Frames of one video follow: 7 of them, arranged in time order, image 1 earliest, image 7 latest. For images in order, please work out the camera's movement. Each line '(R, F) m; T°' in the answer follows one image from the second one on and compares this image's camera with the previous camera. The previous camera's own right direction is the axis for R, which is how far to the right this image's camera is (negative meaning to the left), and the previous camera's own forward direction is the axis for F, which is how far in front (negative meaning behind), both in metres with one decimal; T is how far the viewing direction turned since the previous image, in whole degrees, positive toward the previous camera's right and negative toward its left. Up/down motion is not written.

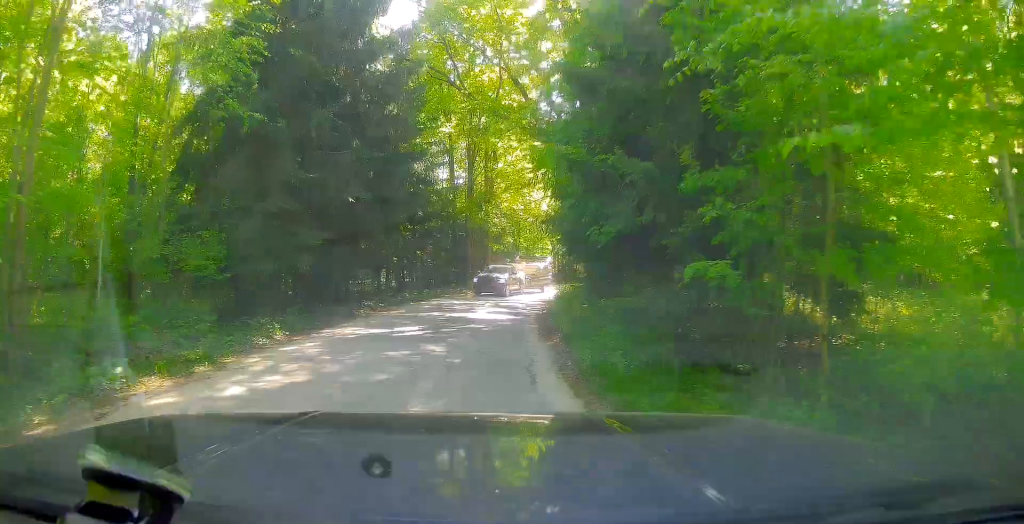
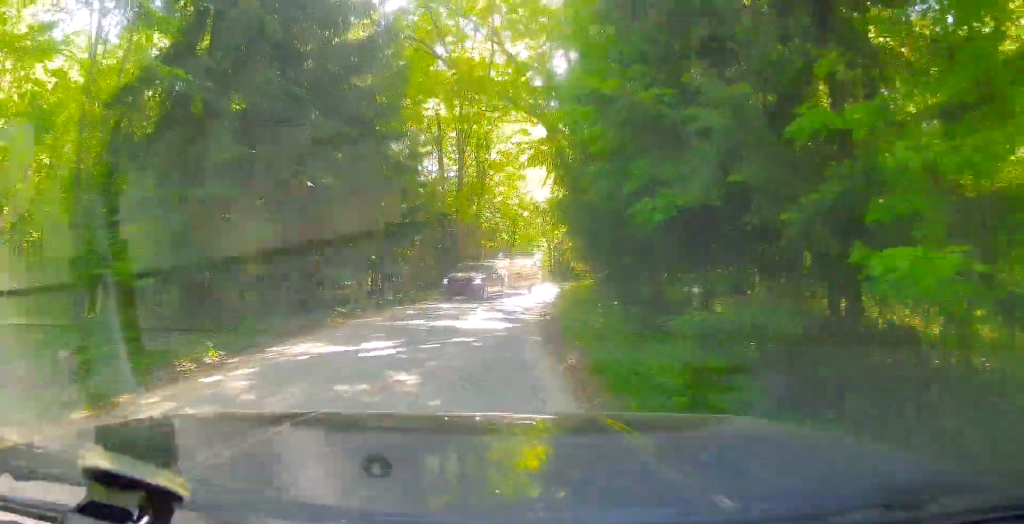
(0.0, +4.0) m; +1°
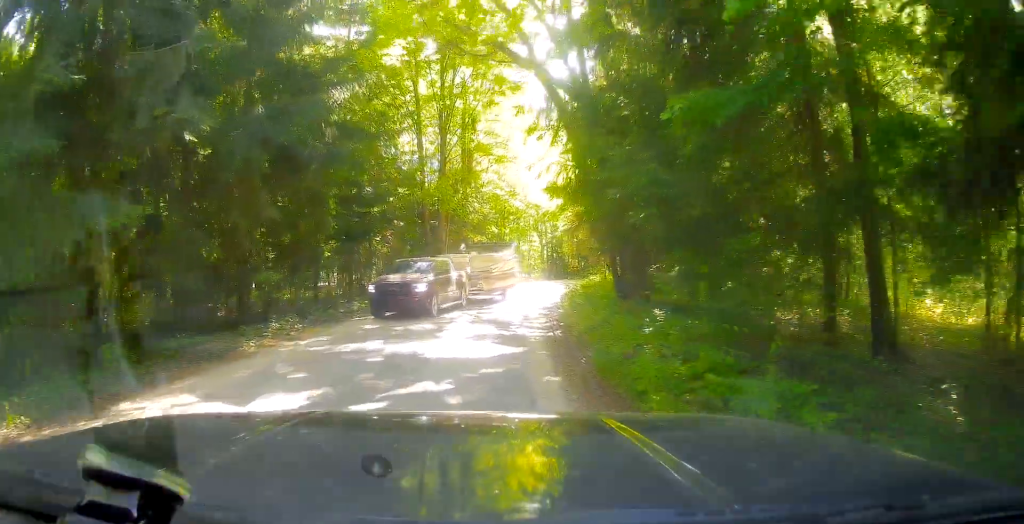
(+0.1, +6.3) m; +4°
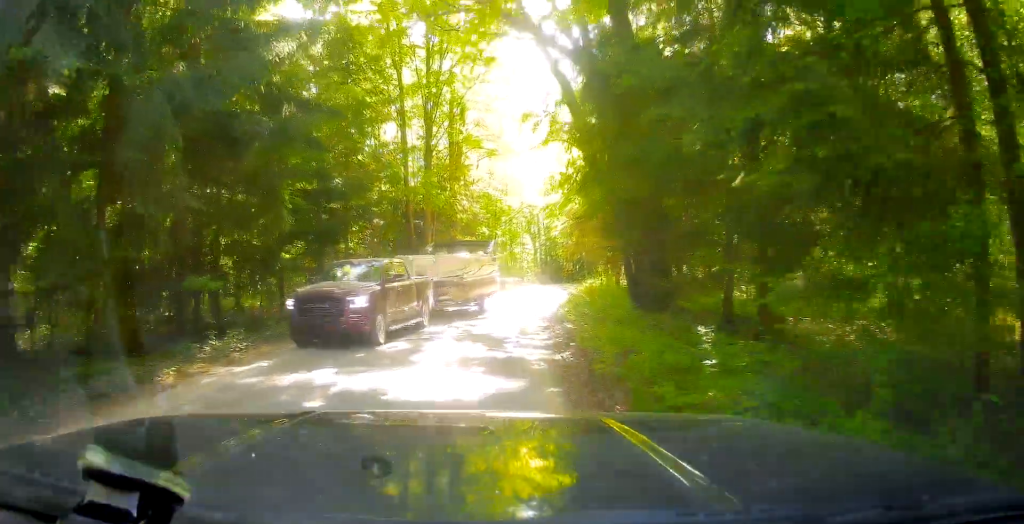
(+0.2, +3.3) m; -1°
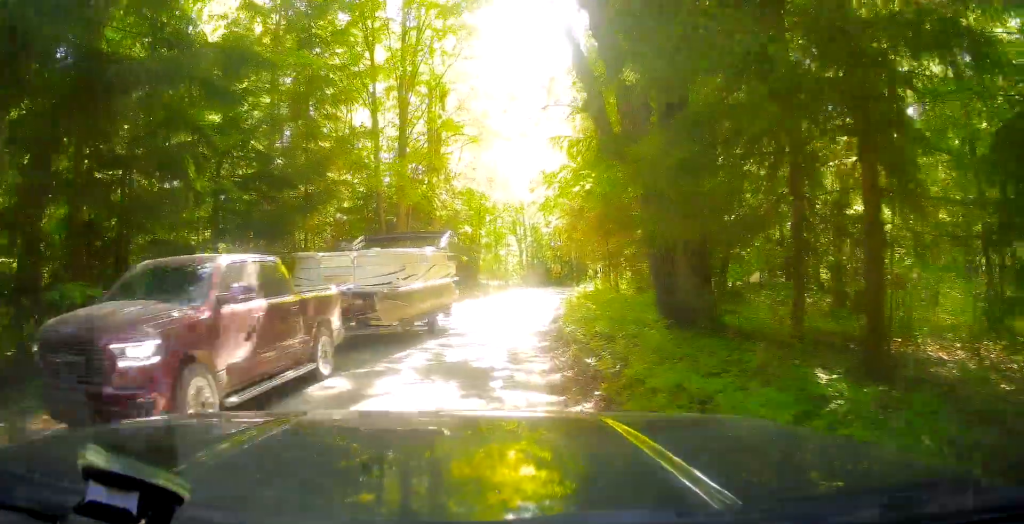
(0.0, +4.3) m; -2°
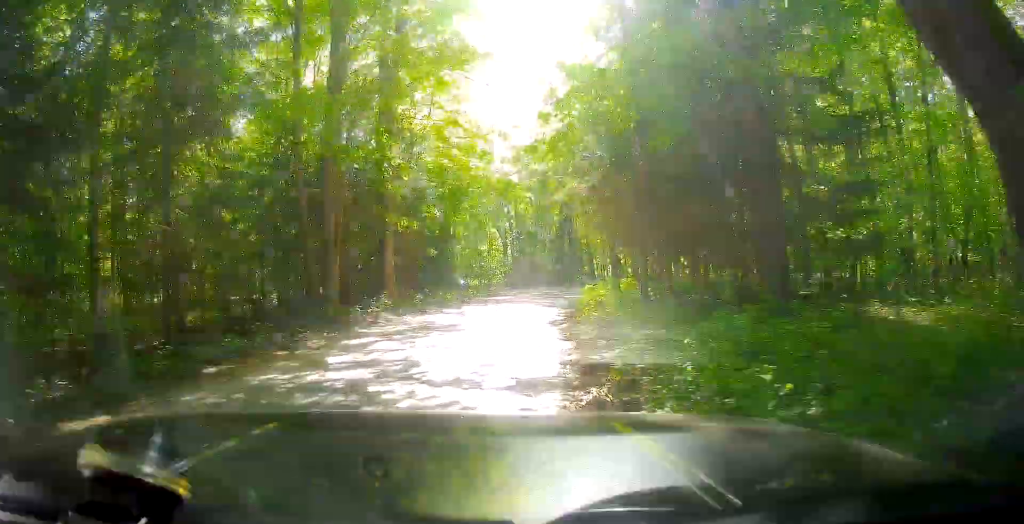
(-0.4, +10.6) m; +4°
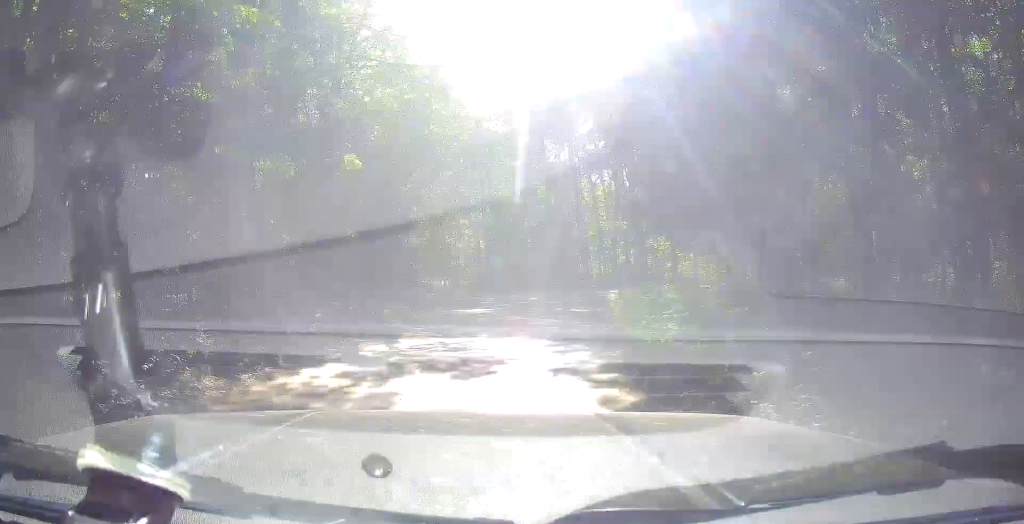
(+0.6, +12.0) m; +5°
